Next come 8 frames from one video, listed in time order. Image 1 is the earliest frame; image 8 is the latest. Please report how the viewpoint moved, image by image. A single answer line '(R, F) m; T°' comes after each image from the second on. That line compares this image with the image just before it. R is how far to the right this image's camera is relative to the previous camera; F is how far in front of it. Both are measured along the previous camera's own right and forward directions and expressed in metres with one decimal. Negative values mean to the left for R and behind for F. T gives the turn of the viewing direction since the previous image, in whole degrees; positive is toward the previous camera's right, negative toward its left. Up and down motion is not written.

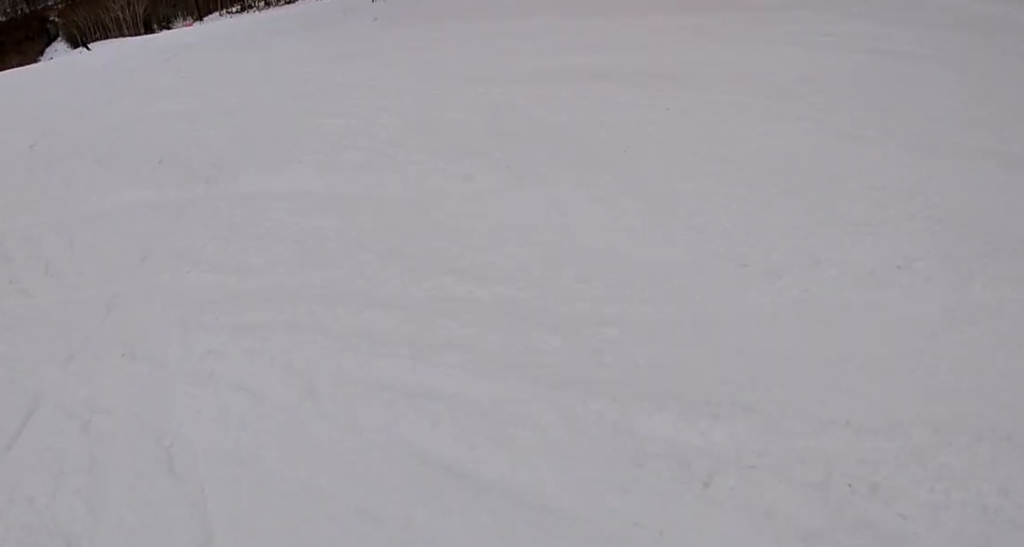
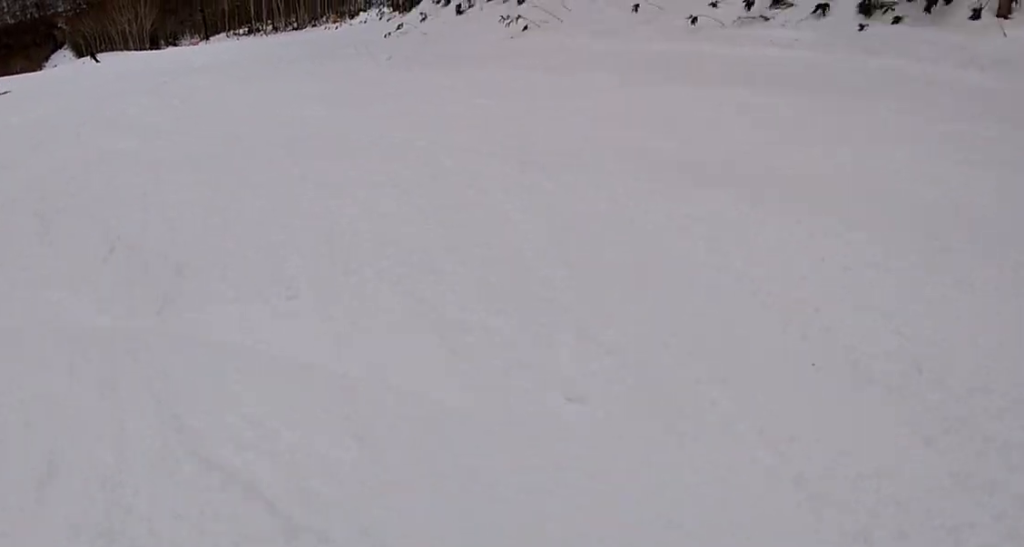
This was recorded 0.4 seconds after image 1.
(+0.4, +1.9) m; -6°
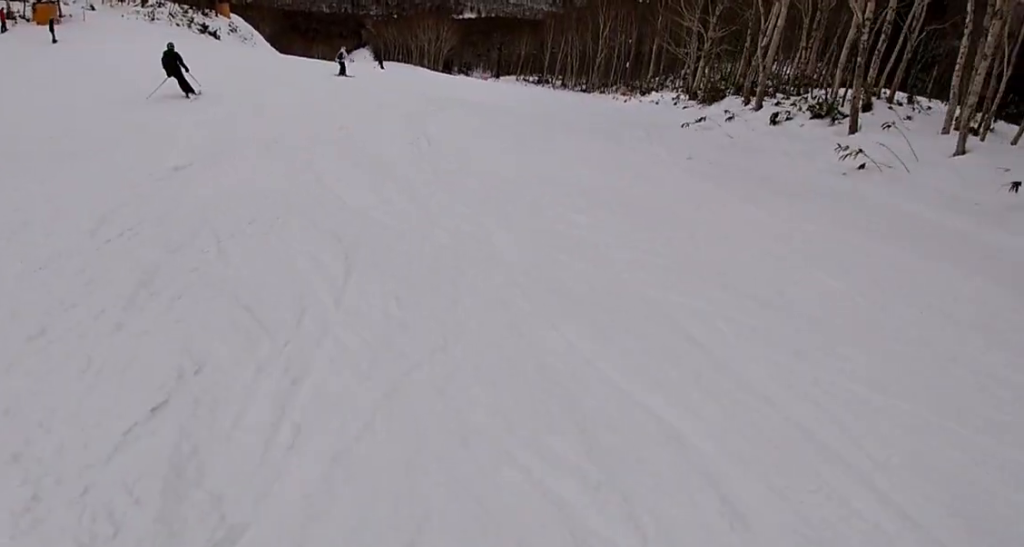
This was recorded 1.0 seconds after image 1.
(-0.4, +2.7) m; -5°
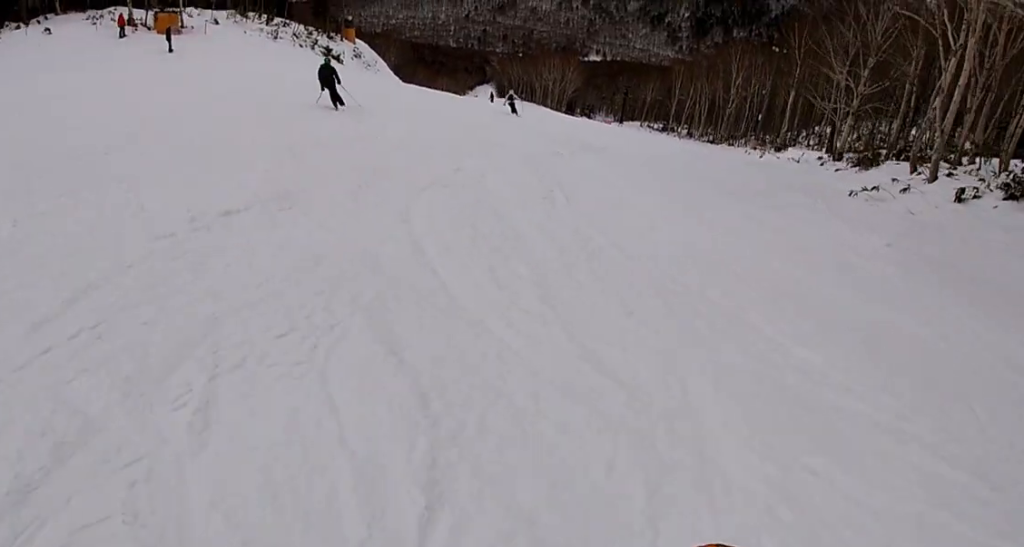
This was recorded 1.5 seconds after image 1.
(-0.8, +2.5) m; -3°
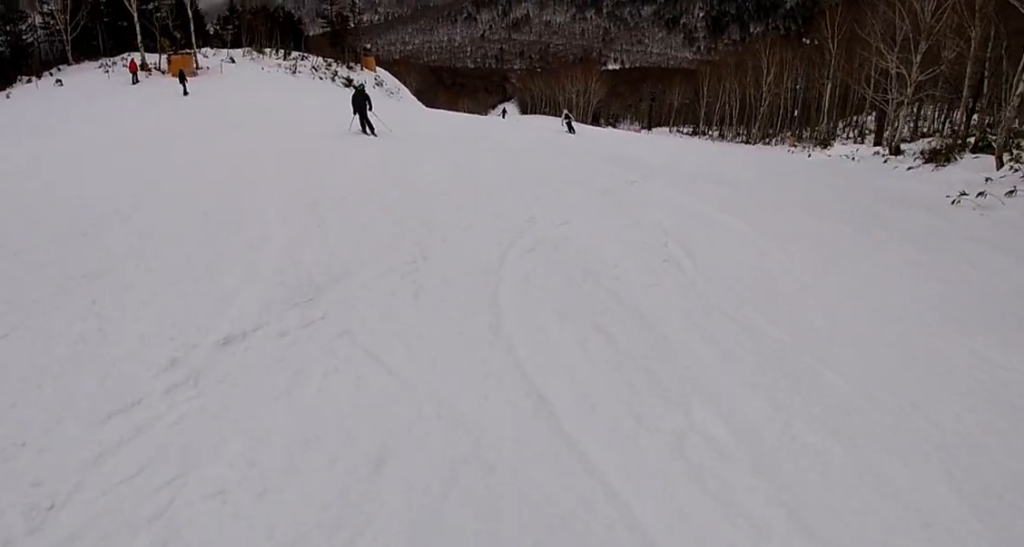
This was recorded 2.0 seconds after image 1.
(+0.3, +2.5) m; +5°
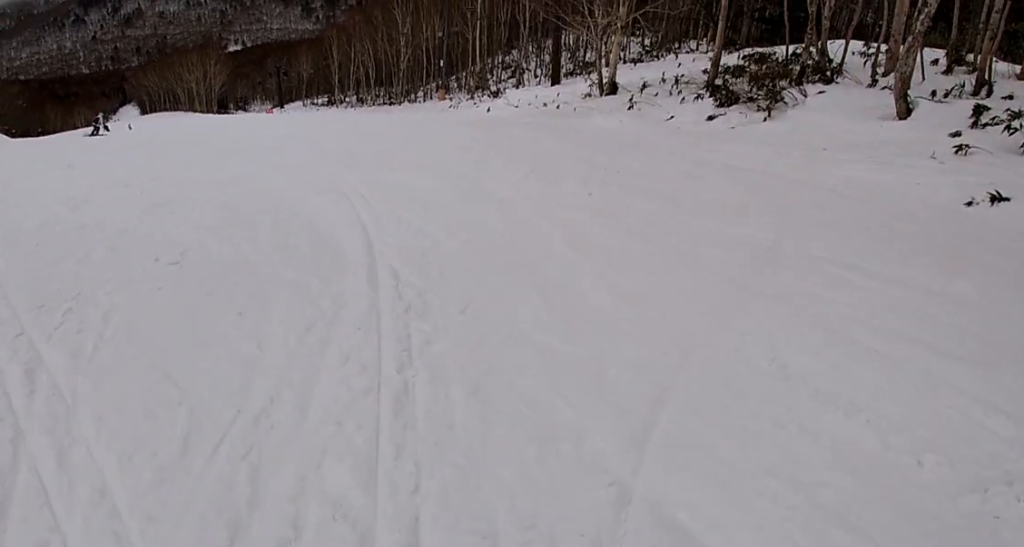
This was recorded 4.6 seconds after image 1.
(+4.6, +12.3) m; +27°
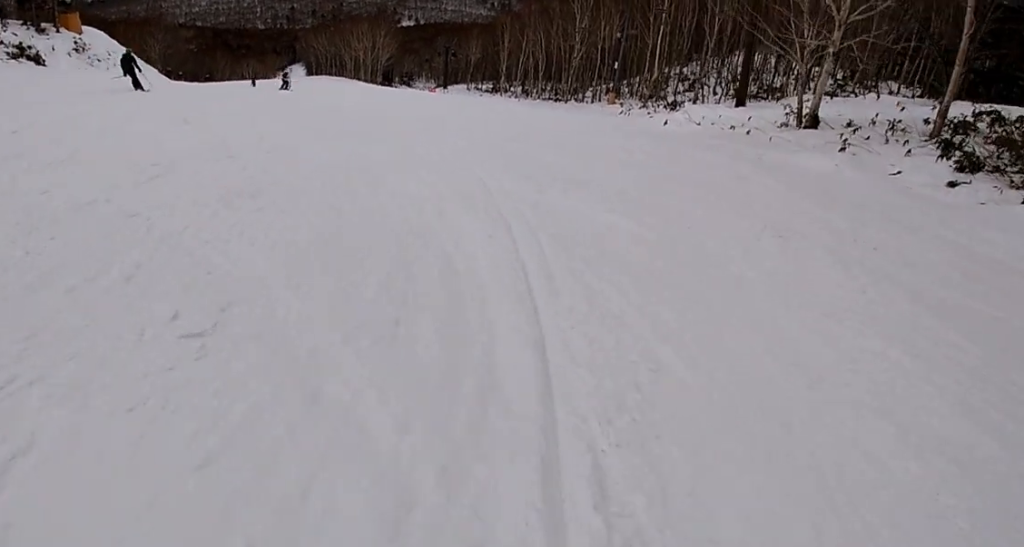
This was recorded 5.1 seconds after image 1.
(-0.5, +2.3) m; -3°
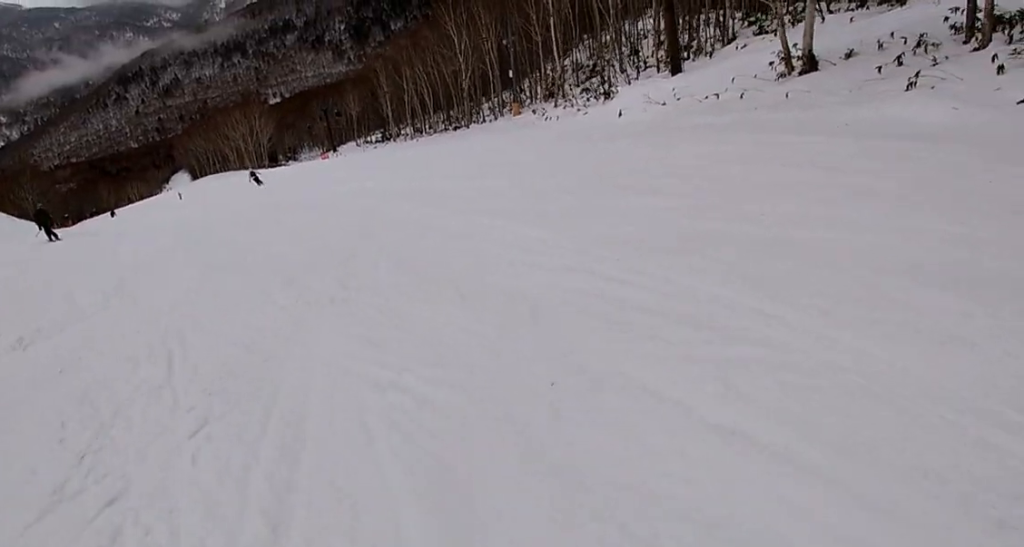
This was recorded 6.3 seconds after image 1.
(-0.4, +6.0) m; +1°
